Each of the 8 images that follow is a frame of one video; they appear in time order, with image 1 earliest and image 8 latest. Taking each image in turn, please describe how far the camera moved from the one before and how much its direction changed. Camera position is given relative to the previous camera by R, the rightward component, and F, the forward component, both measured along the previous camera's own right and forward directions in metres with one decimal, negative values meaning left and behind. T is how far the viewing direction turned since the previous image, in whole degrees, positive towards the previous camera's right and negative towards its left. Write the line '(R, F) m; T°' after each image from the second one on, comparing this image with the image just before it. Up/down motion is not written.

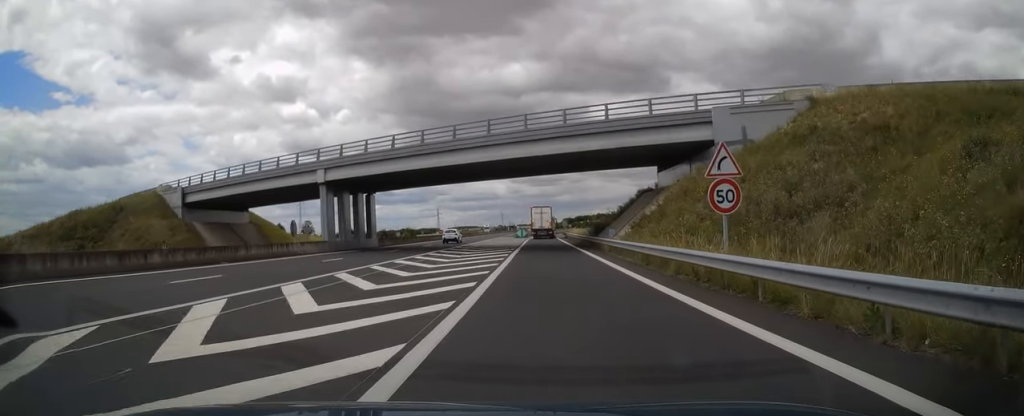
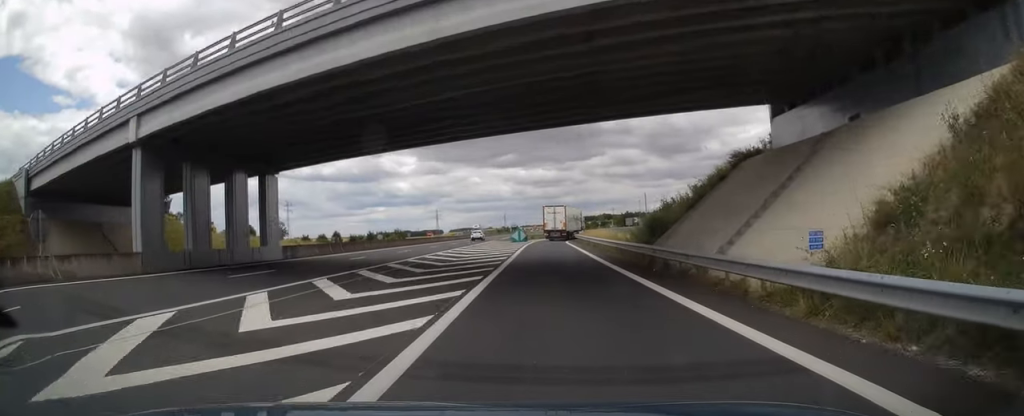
(-0.3, +22.3) m; -1°
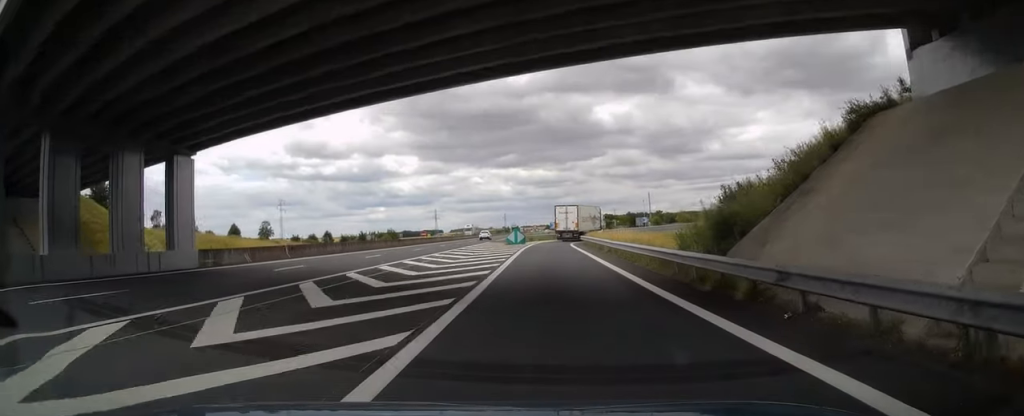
(-0.1, +9.5) m; 0°
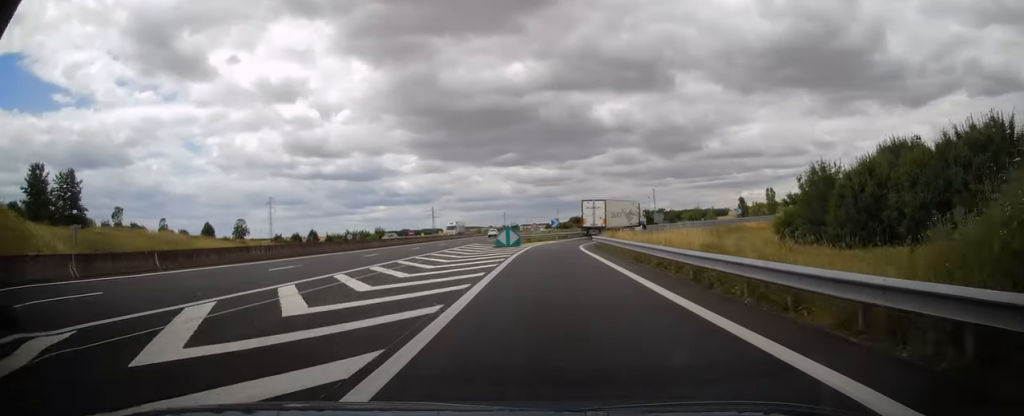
(+0.3, +13.5) m; 0°
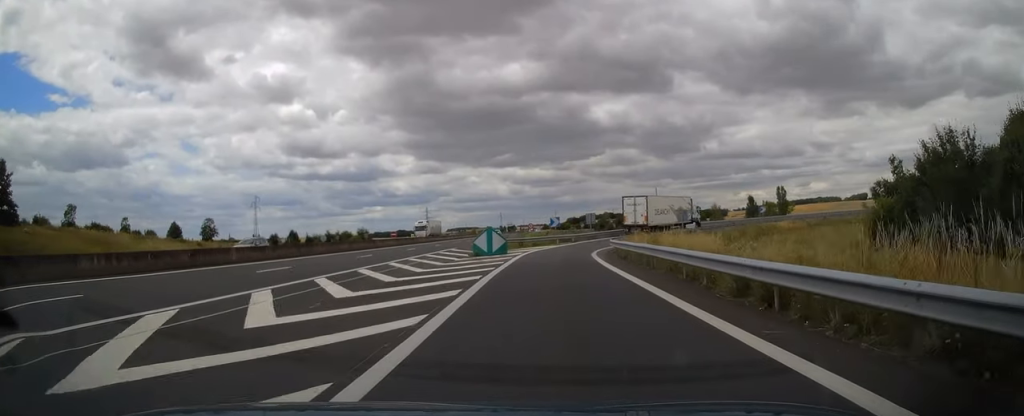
(-0.3, +13.6) m; 0°
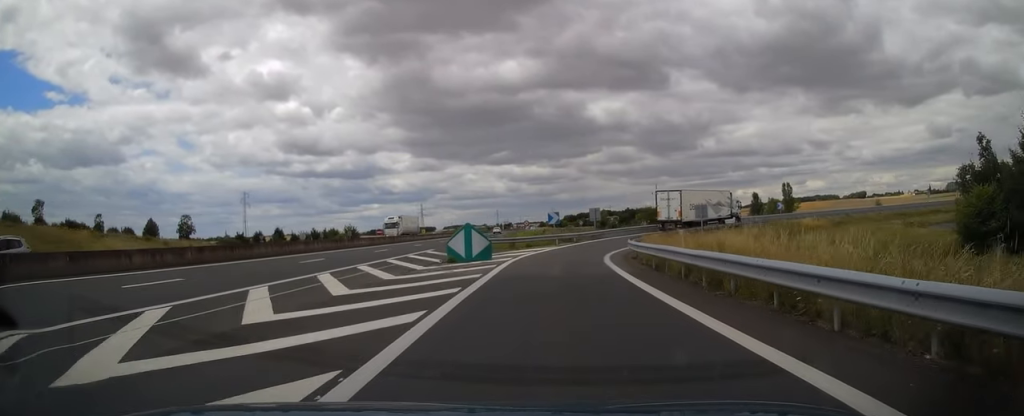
(0.0, +8.2) m; 0°
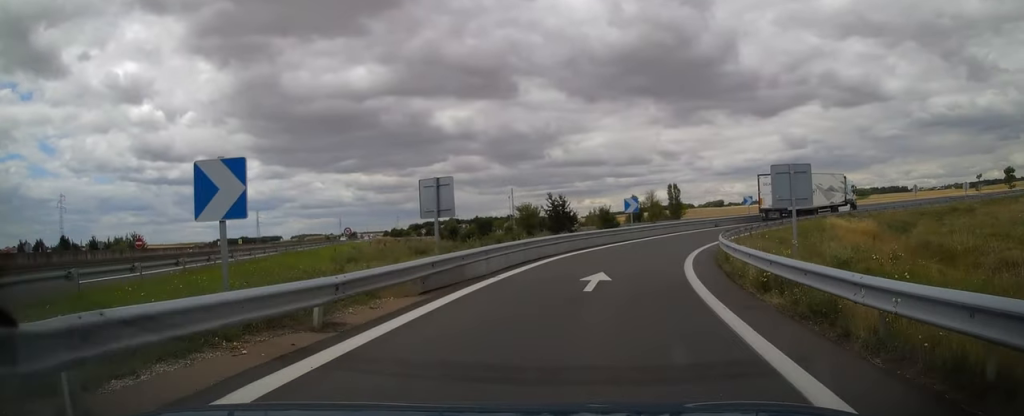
(+2.6, +35.6) m; +14°
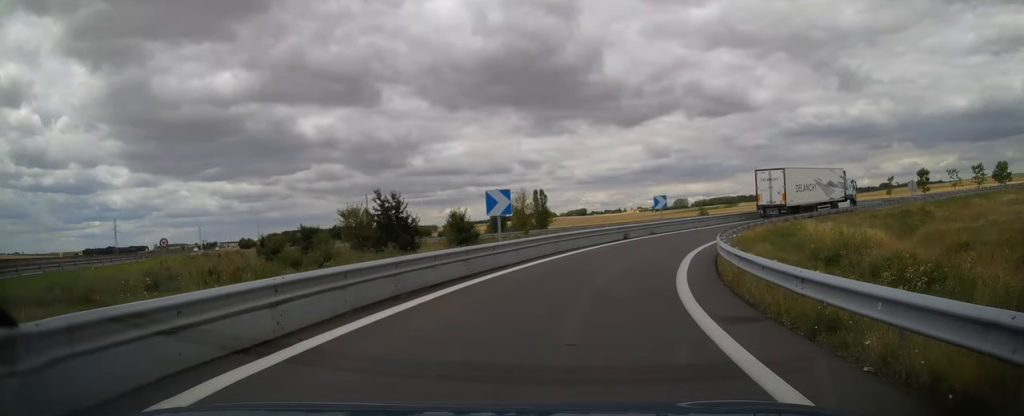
(+1.7, +15.2) m; +13°
